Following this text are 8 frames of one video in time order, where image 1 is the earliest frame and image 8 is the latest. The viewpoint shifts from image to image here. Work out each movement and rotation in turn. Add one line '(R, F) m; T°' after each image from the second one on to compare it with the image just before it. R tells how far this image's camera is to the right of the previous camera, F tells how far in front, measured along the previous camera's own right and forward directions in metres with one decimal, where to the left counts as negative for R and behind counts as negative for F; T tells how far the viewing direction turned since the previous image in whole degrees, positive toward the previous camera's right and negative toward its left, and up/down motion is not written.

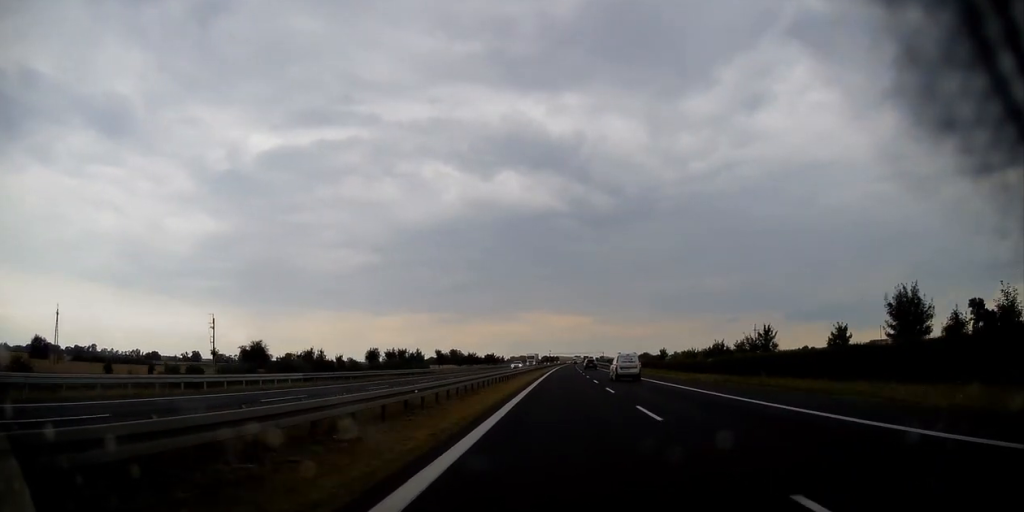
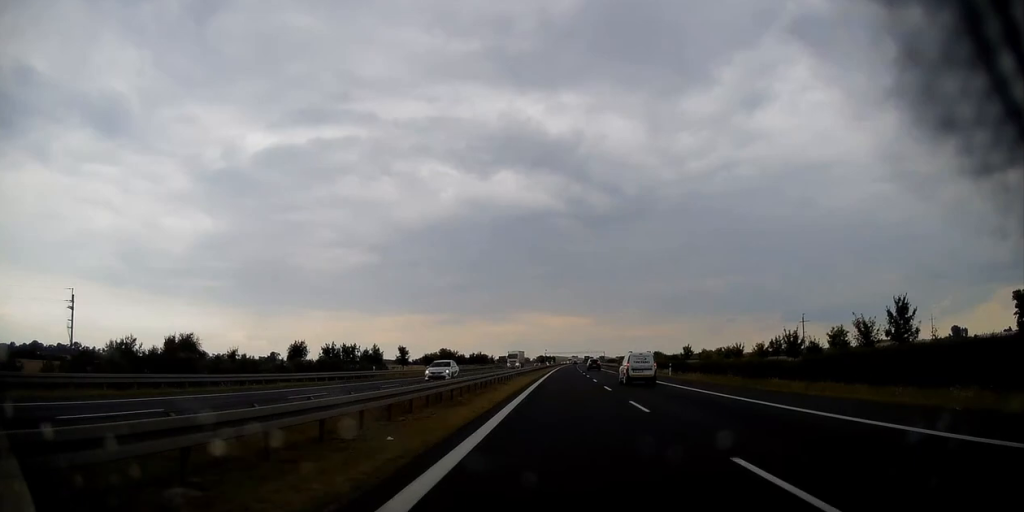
(0.0, +34.0) m; 0°
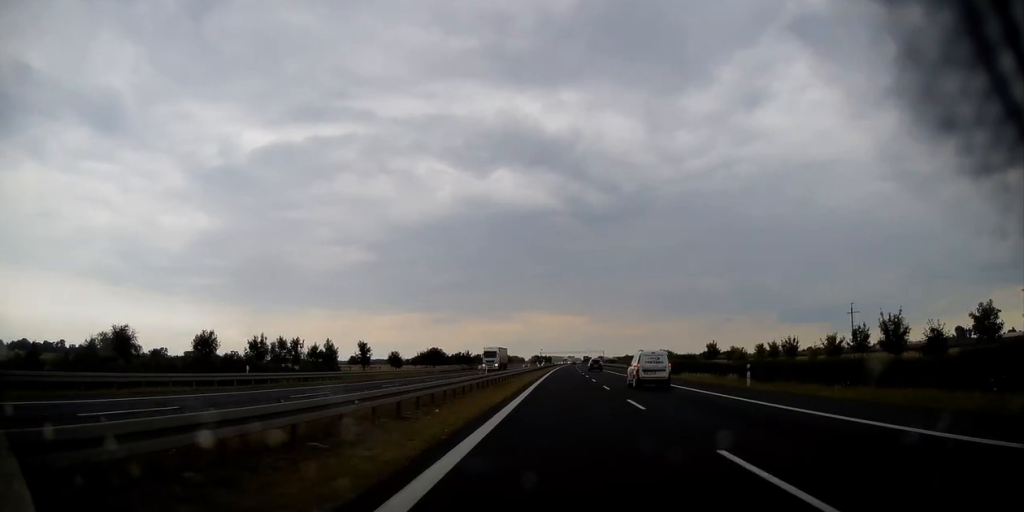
(0.0, +23.4) m; 0°
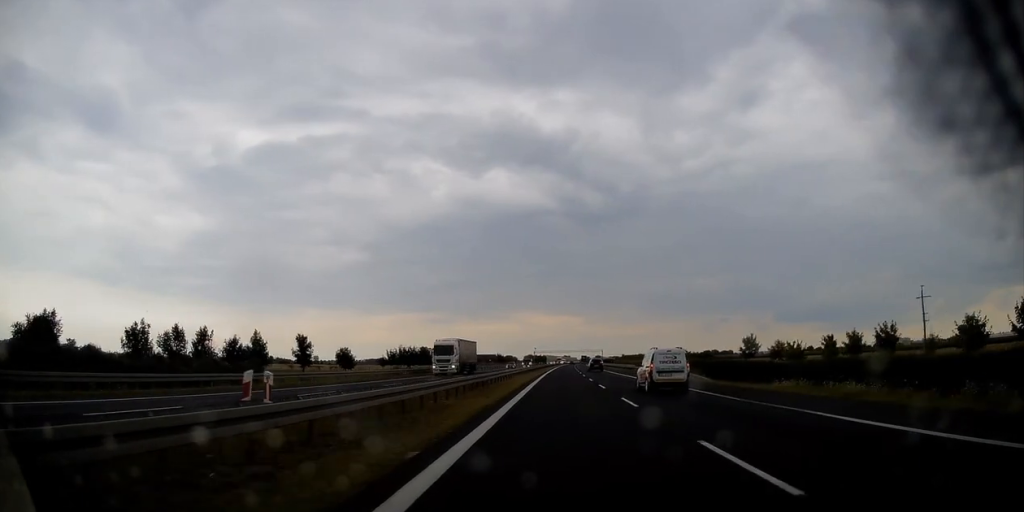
(+0.1, +23.3) m; 0°
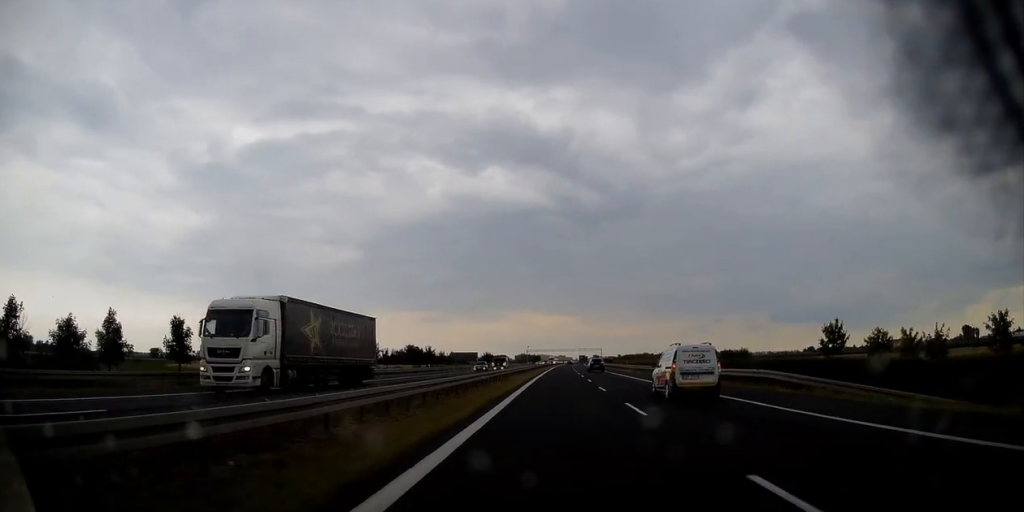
(+0.1, +27.2) m; 0°
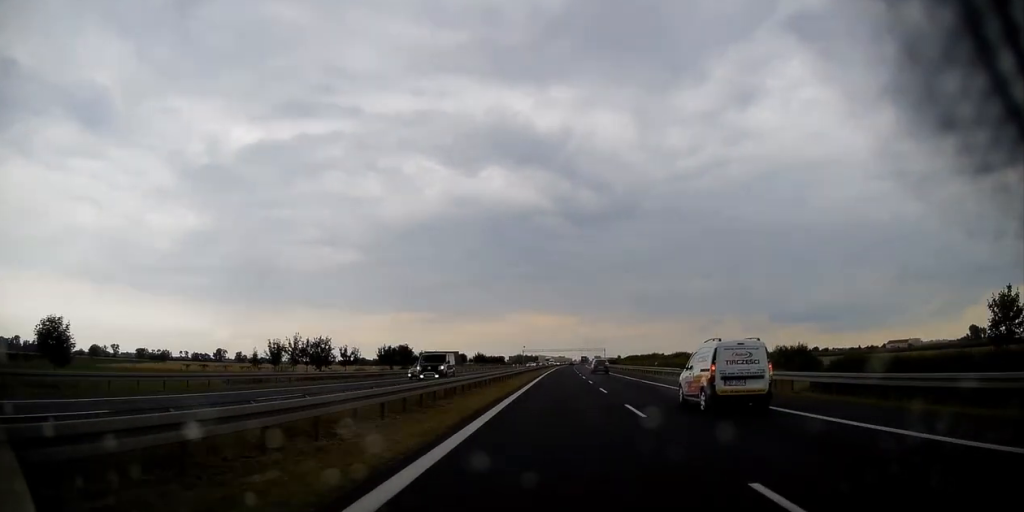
(0.0, +24.5) m; 0°
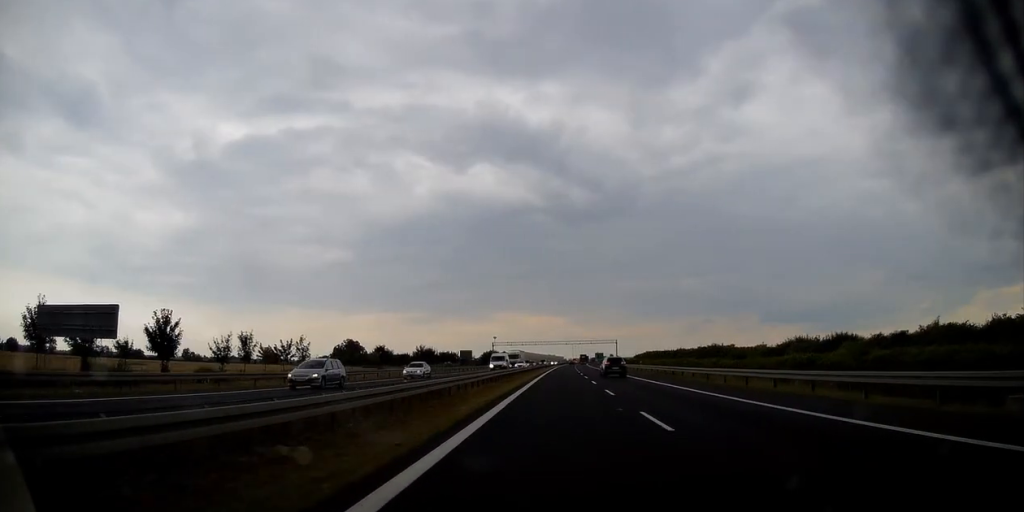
(+0.4, +87.4) m; +1°
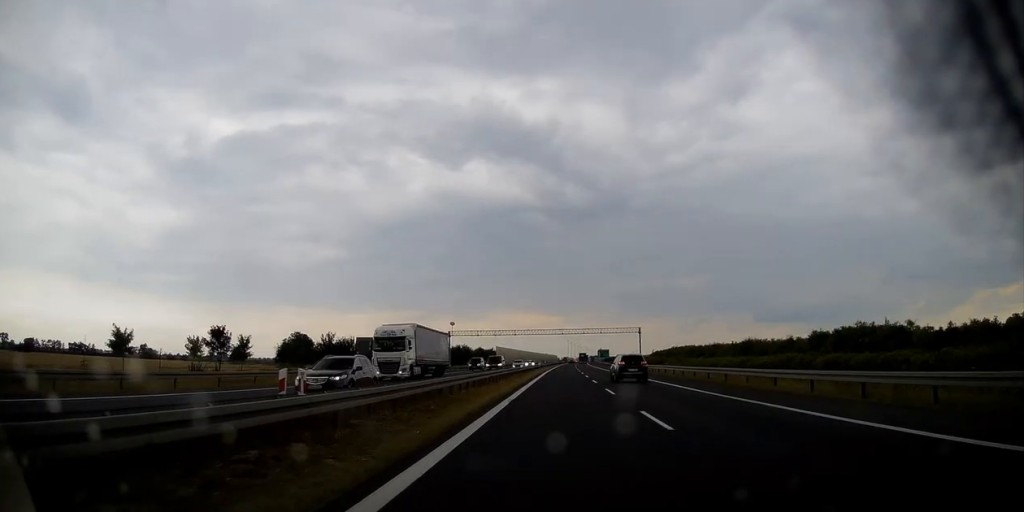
(+0.5, +59.9) m; +1°
